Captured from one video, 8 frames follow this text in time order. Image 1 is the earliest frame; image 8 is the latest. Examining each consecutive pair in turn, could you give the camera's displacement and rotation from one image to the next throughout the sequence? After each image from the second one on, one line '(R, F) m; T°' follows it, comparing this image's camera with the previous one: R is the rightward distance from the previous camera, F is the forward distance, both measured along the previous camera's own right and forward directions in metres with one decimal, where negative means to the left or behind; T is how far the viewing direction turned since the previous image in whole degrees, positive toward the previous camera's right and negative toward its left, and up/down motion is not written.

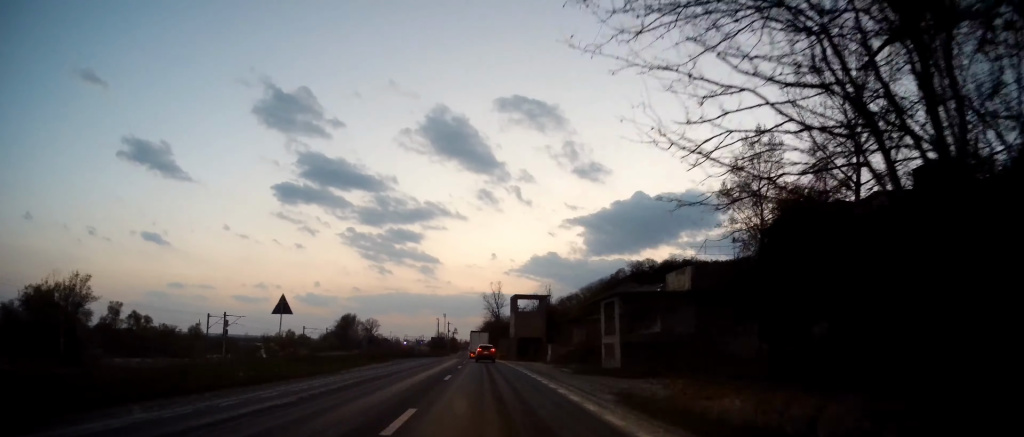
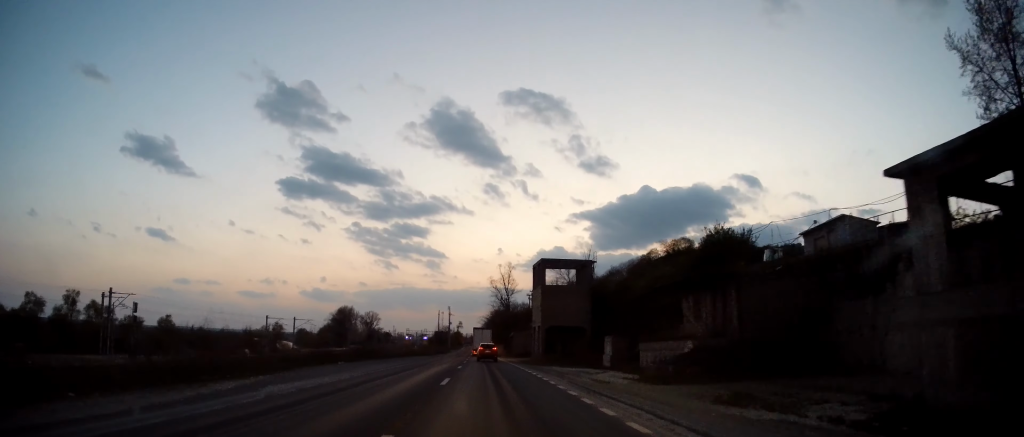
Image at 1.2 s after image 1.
(+0.1, +27.8) m; -1°
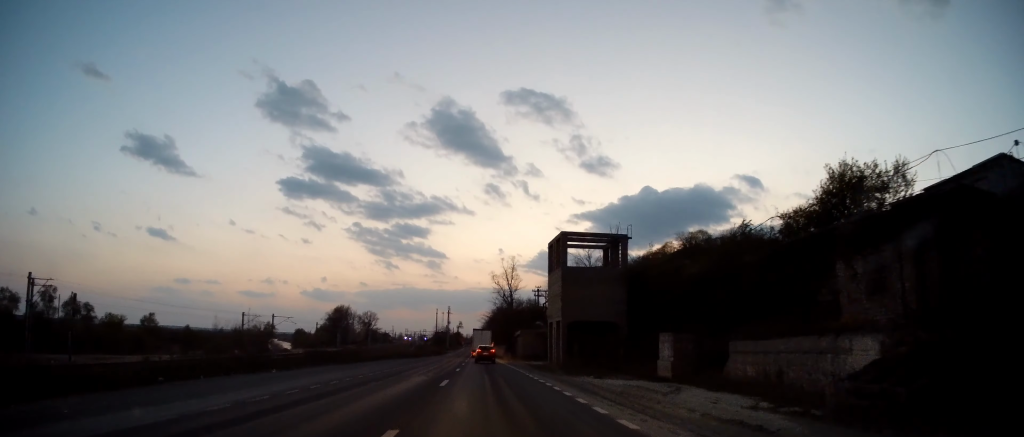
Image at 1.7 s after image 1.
(-0.3, +11.9) m; 0°
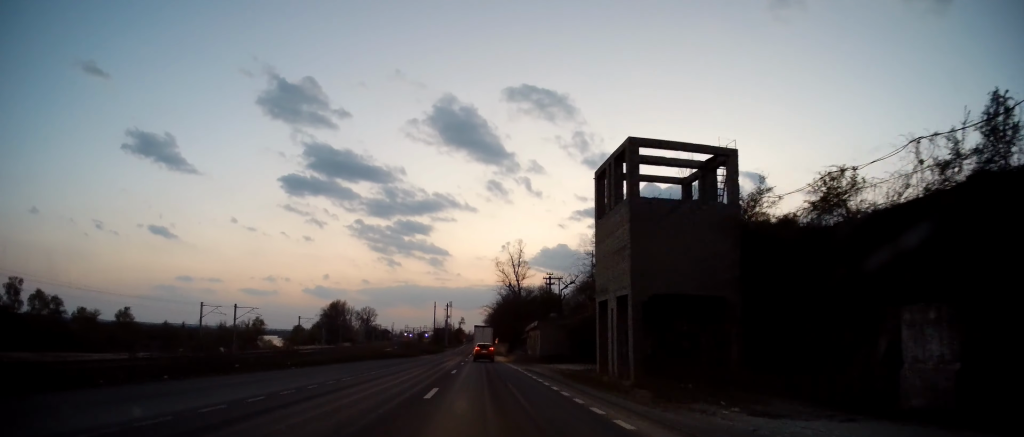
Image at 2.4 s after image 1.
(-0.2, +16.6) m; 0°
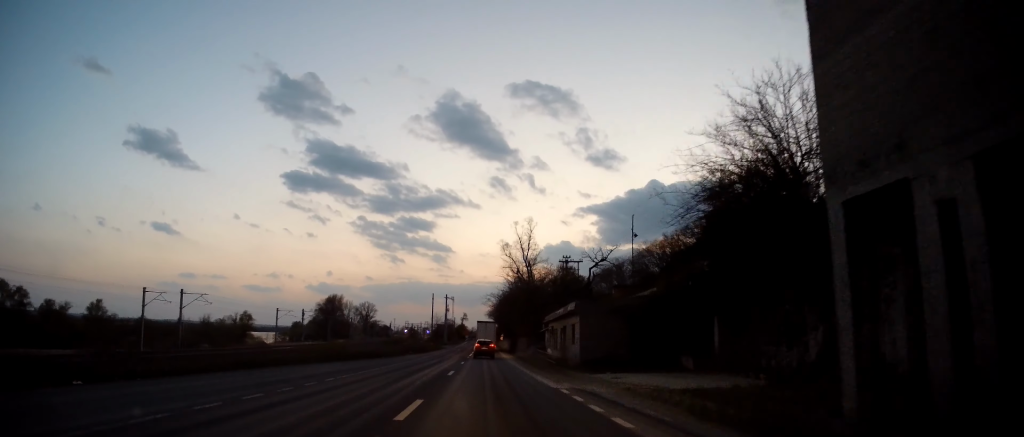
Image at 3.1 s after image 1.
(+0.4, +16.4) m; 0°
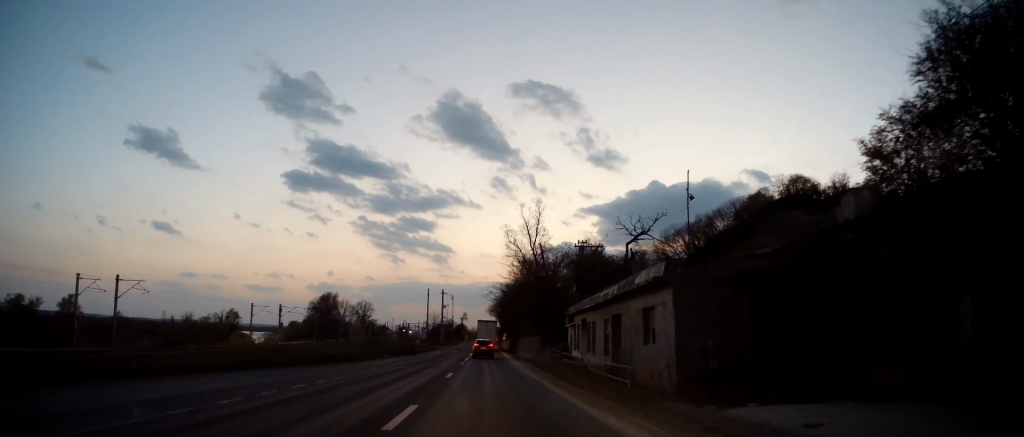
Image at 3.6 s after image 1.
(-0.2, +13.2) m; -1°
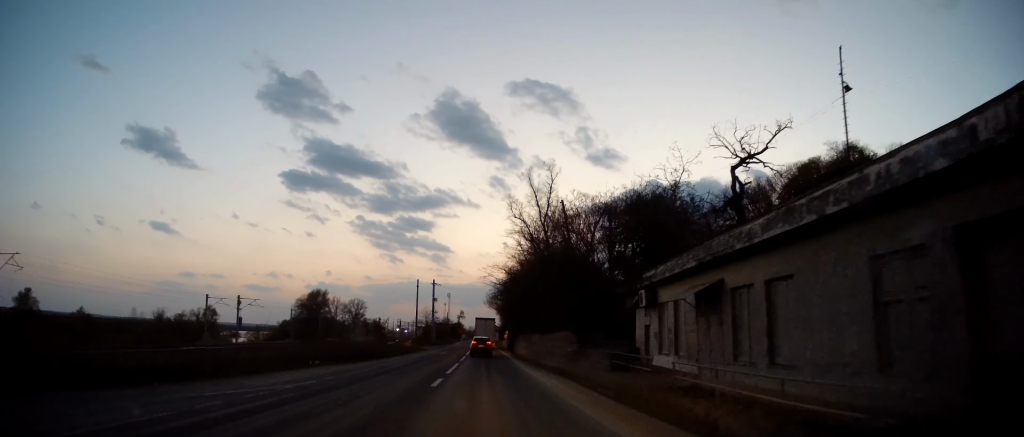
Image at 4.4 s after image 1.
(-0.2, +17.0) m; 0°
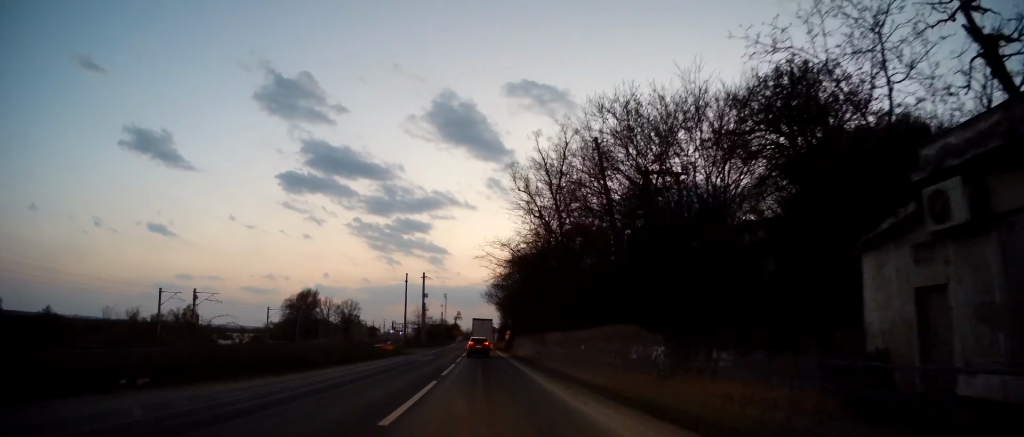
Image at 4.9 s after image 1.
(-0.1, +13.1) m; +1°
